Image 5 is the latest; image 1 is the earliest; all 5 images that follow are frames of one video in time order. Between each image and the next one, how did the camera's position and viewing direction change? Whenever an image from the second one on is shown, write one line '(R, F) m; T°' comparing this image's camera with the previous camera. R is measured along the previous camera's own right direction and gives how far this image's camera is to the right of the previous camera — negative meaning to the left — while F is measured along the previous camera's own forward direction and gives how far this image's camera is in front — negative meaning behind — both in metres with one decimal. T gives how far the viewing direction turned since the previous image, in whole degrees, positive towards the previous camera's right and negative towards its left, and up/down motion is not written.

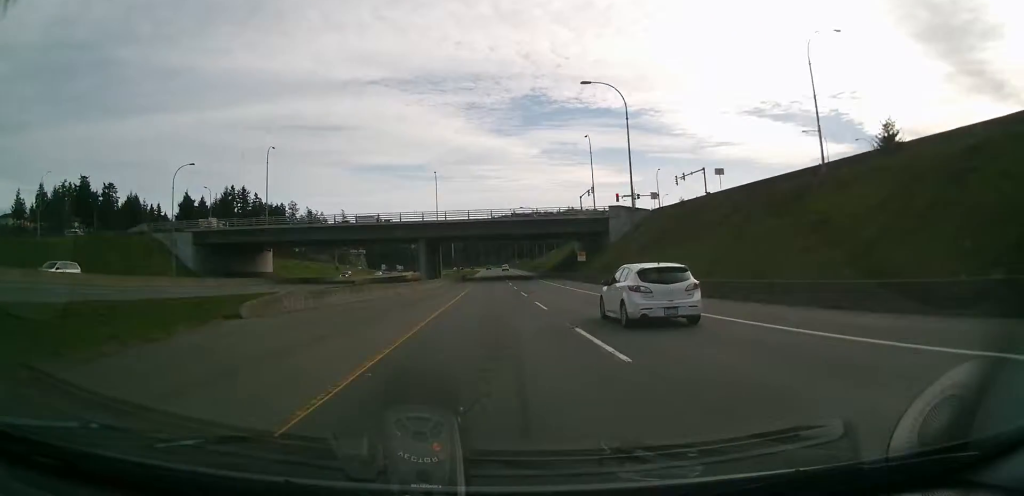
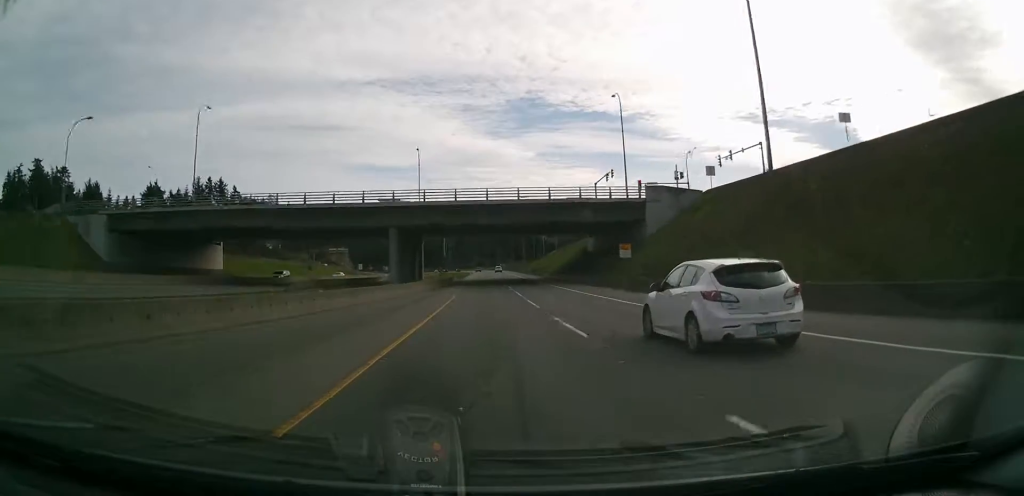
(+0.3, +21.9) m; +1°
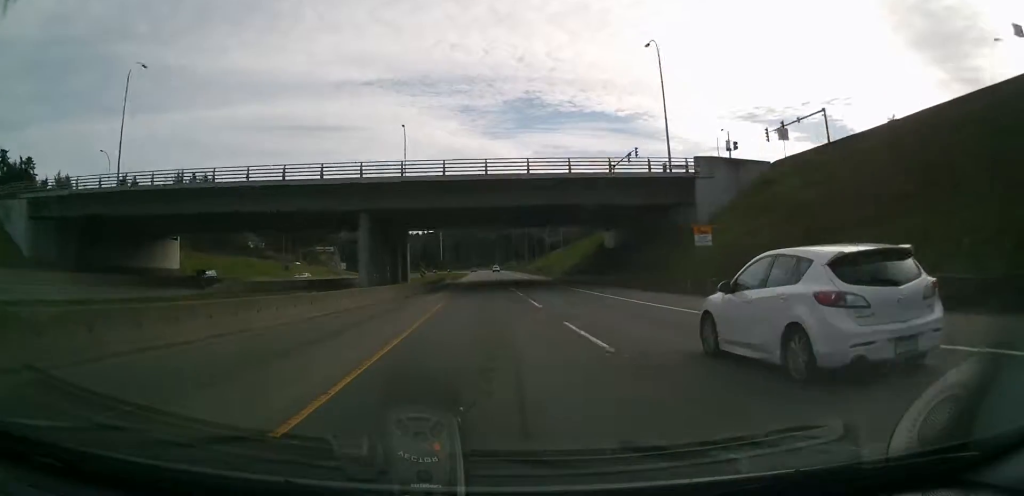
(+0.2, +15.2) m; +1°
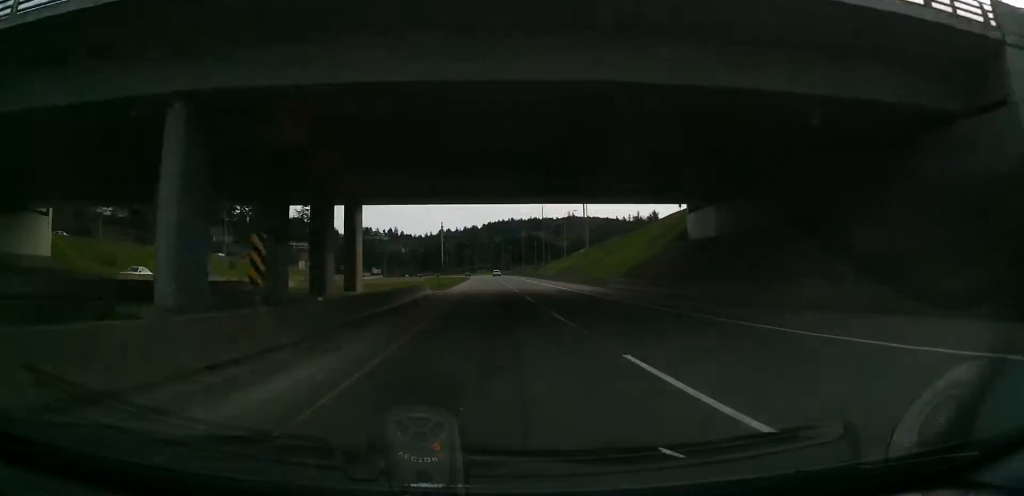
(+0.1, +31.3) m; 0°
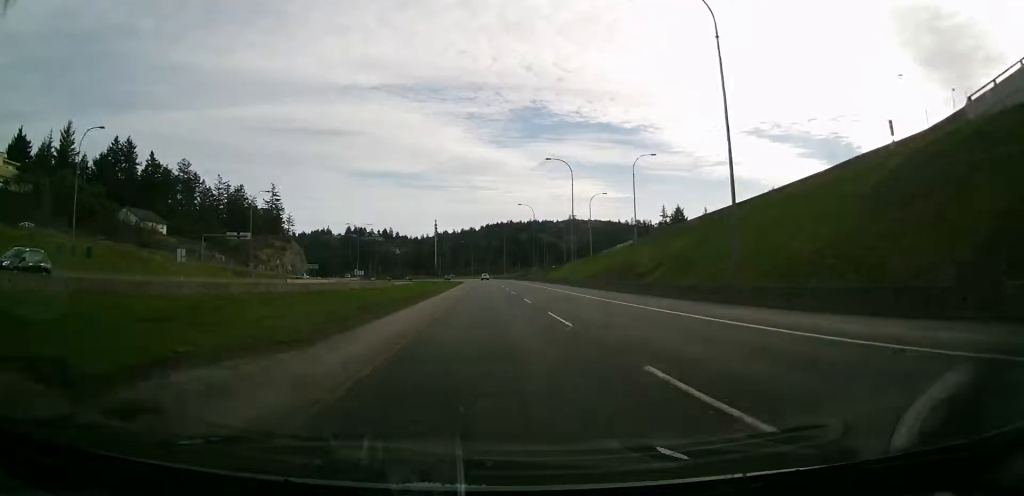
(0.0, +38.9) m; 0°
